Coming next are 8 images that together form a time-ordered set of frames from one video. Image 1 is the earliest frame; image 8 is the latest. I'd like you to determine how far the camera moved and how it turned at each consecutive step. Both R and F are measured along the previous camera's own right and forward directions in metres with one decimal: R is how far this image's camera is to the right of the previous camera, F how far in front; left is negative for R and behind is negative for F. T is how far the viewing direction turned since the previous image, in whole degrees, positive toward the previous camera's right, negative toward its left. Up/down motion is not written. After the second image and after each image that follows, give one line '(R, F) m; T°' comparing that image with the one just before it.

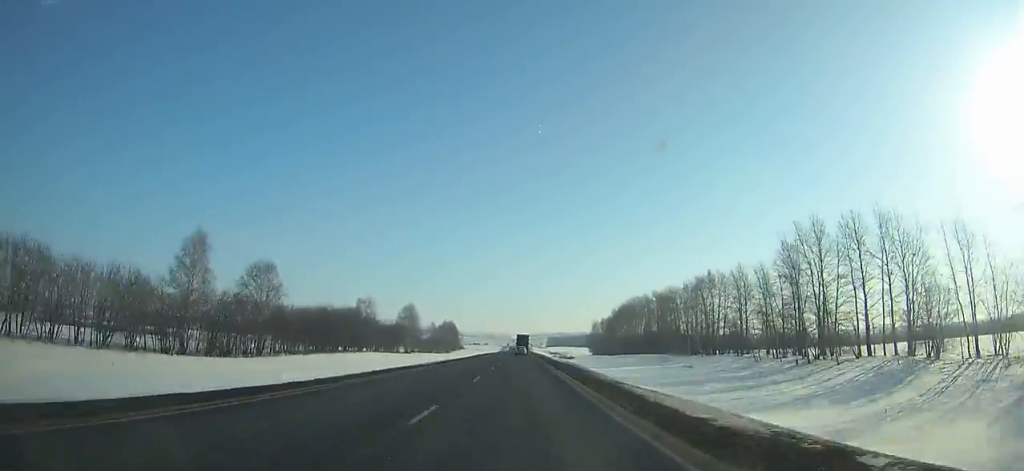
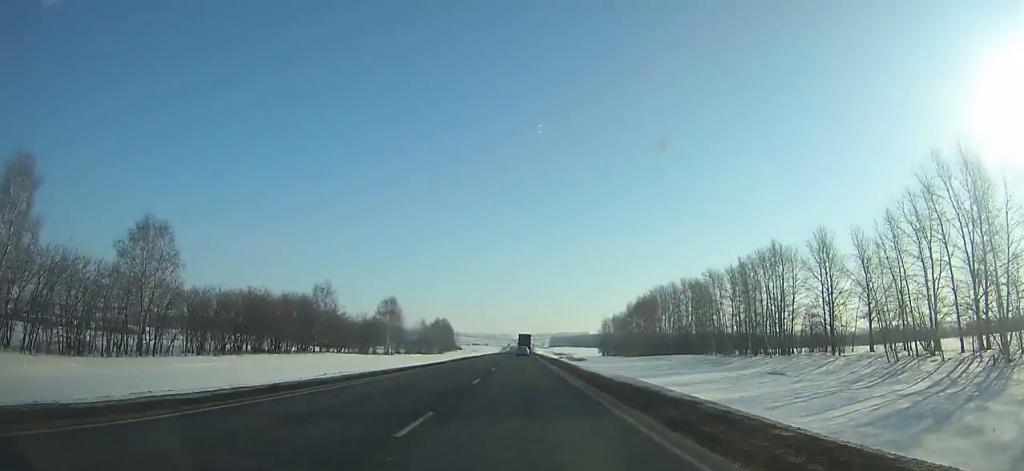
(0.0, +37.2) m; 0°
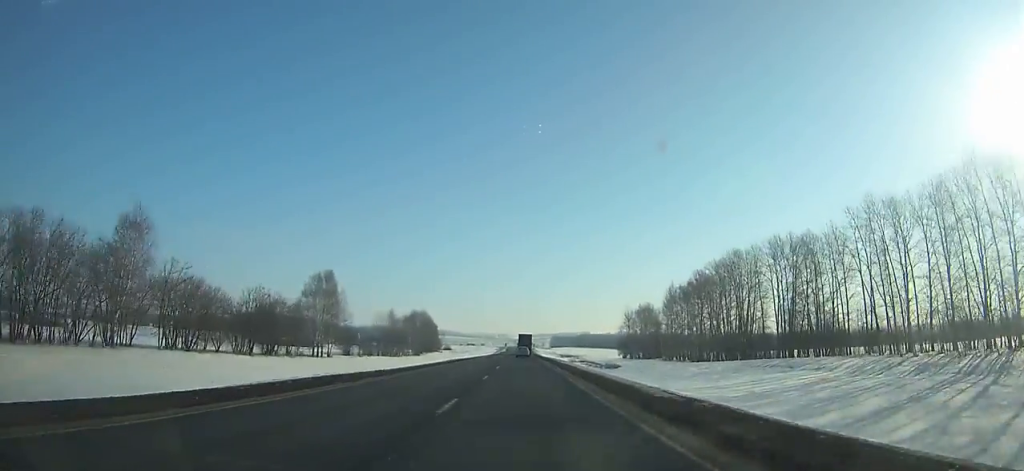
(+0.2, +69.0) m; 0°
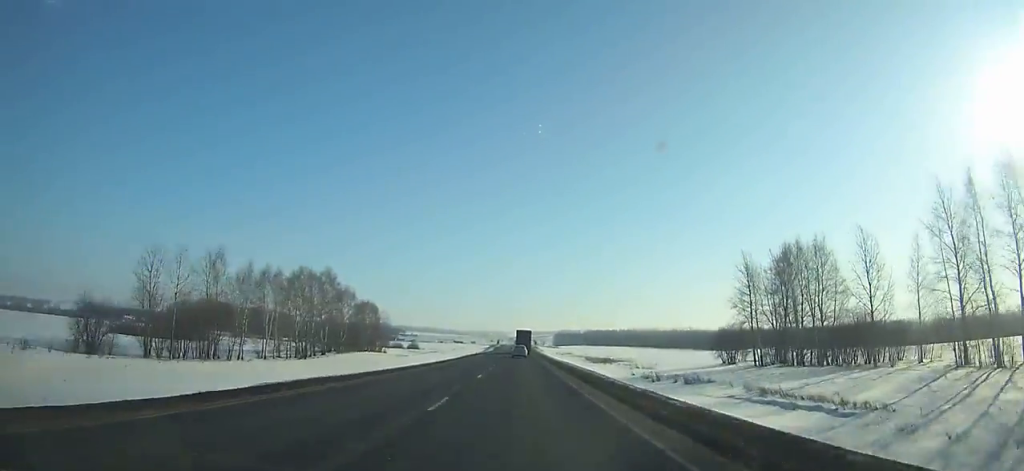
(0.0, +131.3) m; 0°
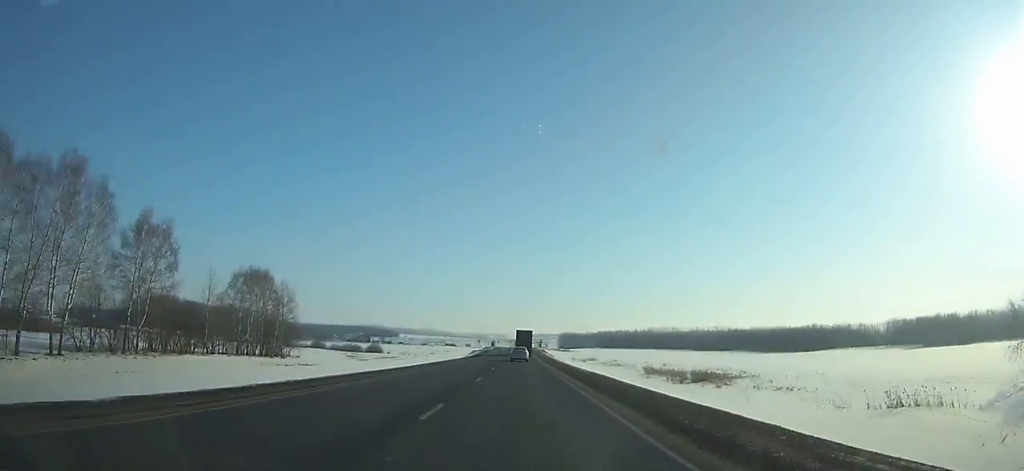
(-0.2, +83.5) m; 0°
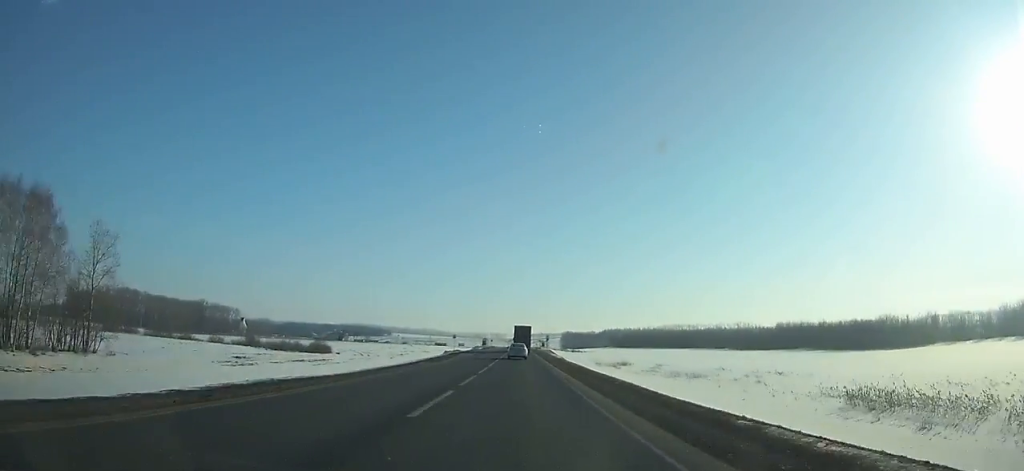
(0.0, +61.0) m; 0°
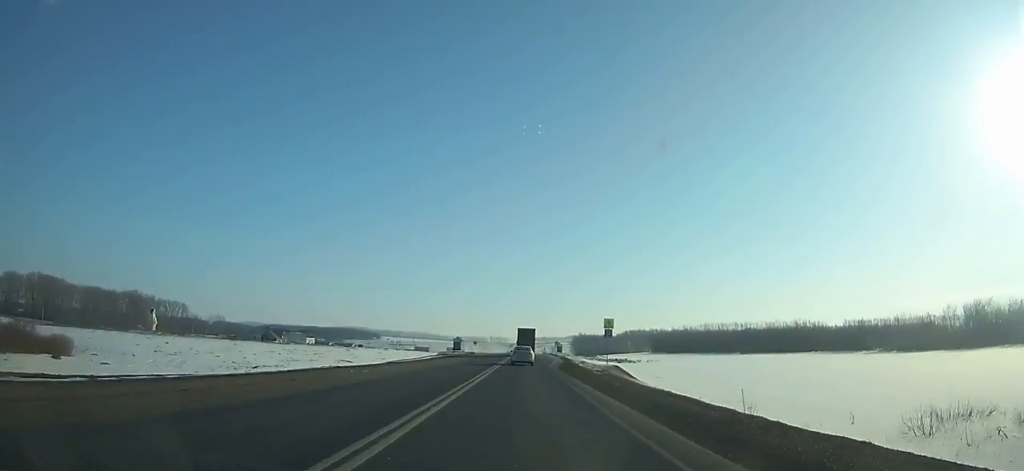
(0.0, +107.5) m; 0°
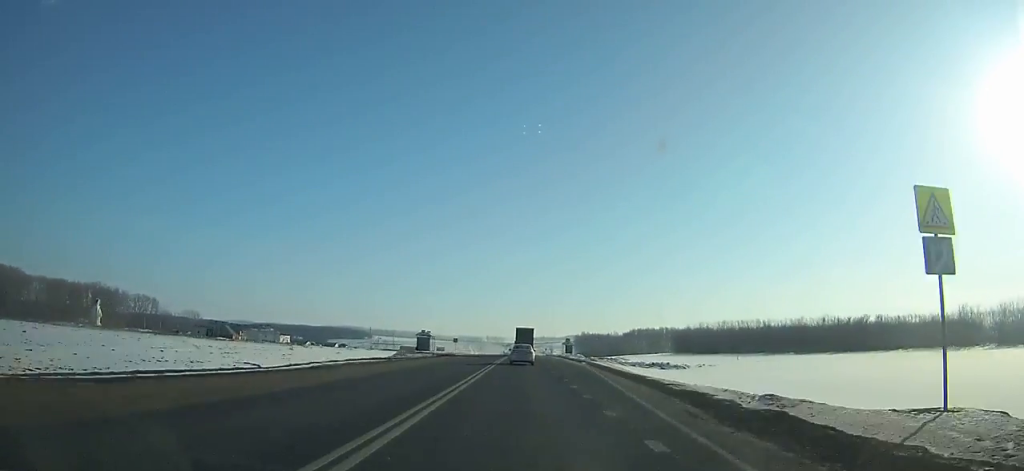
(+0.1, +42.7) m; 0°
